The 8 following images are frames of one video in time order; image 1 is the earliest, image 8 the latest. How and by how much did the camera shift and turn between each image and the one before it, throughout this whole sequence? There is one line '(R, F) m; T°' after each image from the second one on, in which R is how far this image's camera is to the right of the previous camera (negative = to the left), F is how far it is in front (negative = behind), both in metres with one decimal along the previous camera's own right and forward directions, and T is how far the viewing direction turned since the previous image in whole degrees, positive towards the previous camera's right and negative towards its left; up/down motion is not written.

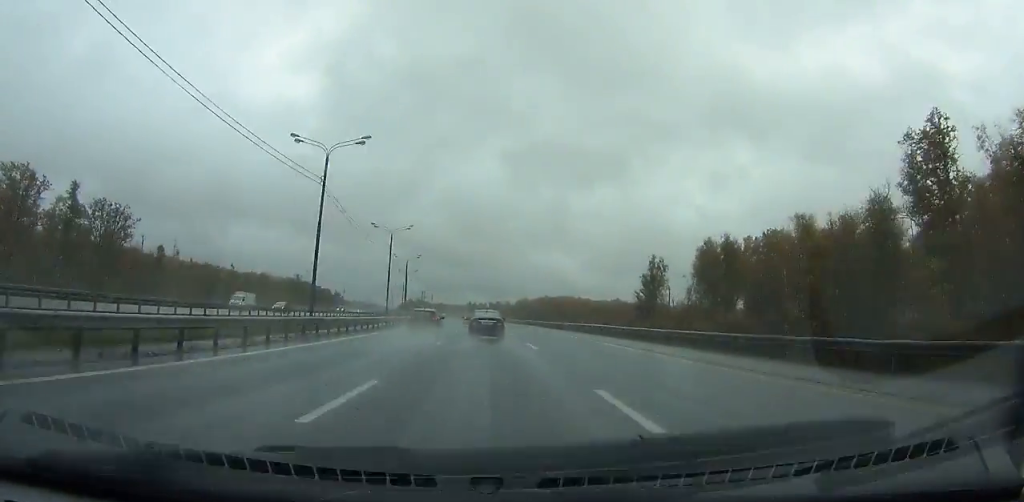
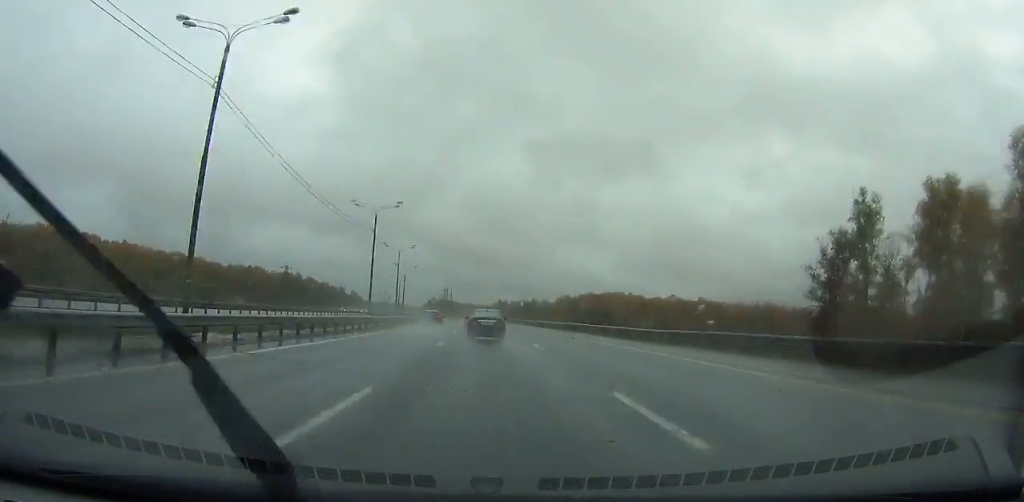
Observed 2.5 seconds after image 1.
(-3.4, +62.1) m; -5°
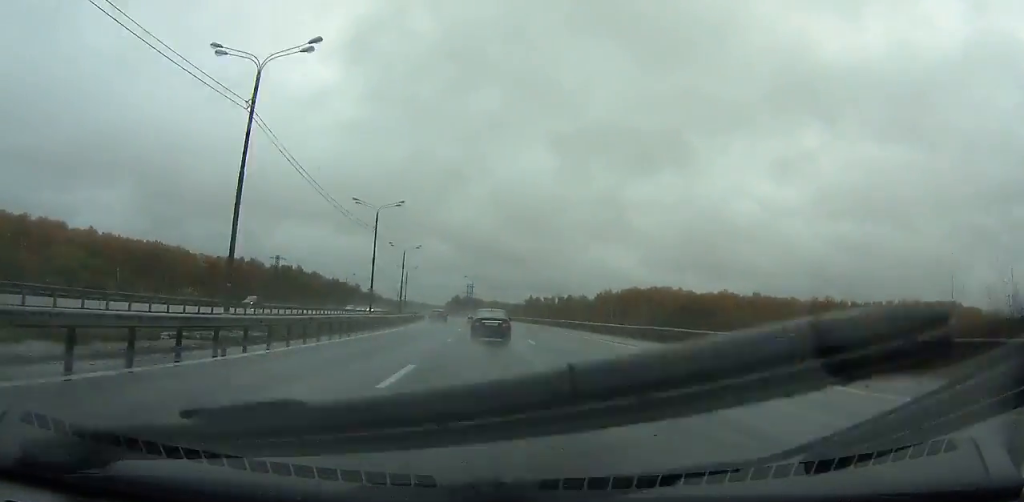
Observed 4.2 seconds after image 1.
(-1.3, +42.4) m; -2°
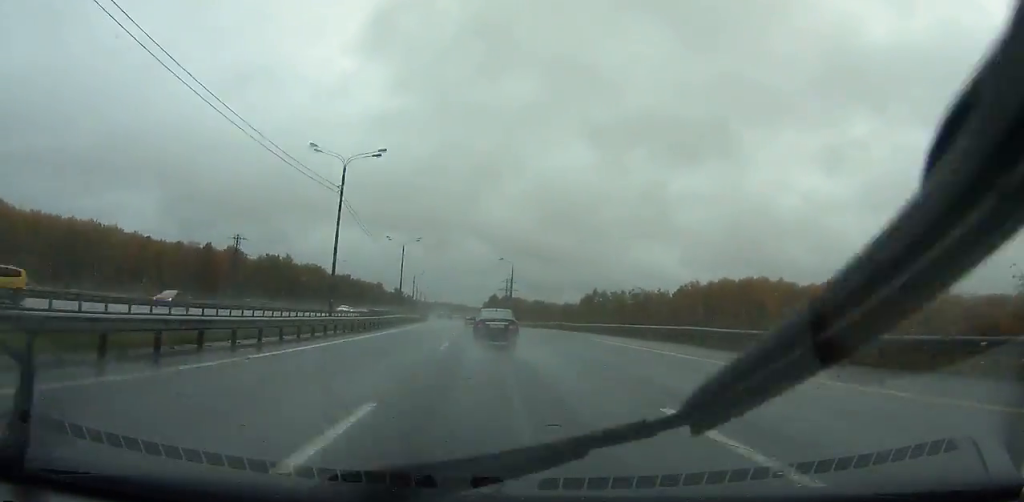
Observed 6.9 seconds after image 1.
(-2.1, +67.7) m; -3°
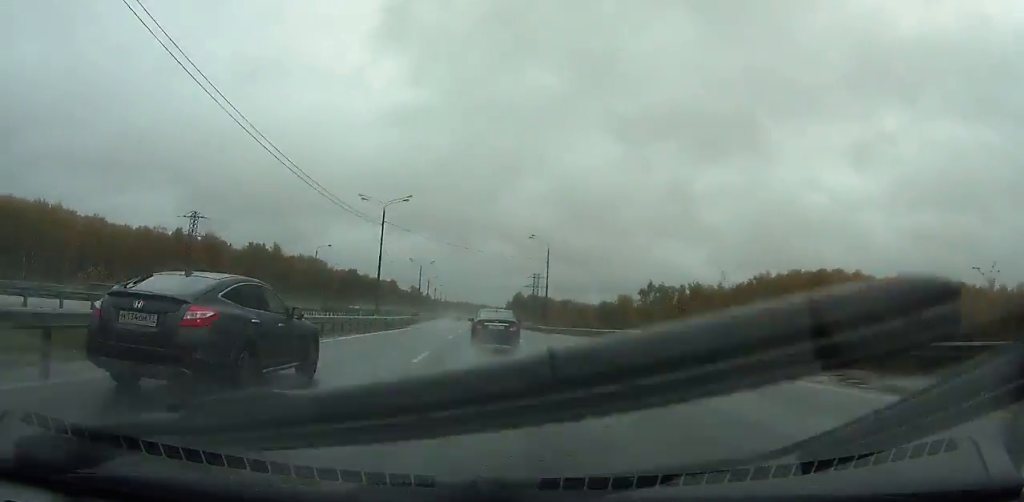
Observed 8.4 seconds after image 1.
(-0.4, +37.9) m; -2°
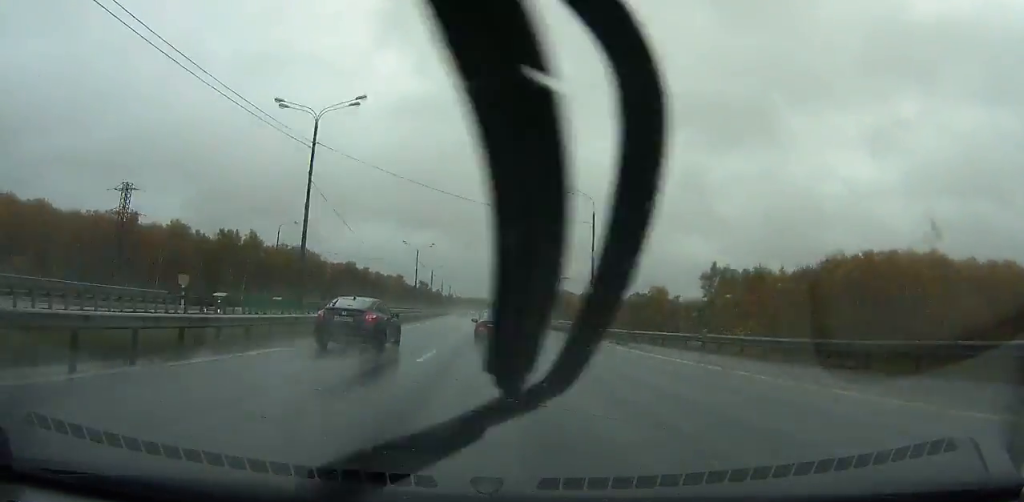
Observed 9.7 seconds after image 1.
(-0.4, +33.0) m; -1°
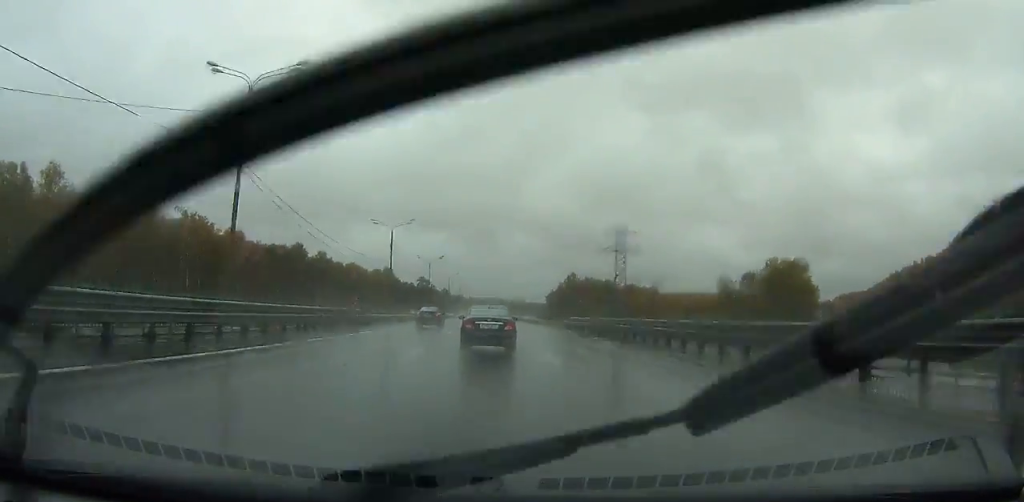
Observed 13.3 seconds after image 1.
(-3.0, +91.5) m; -3°
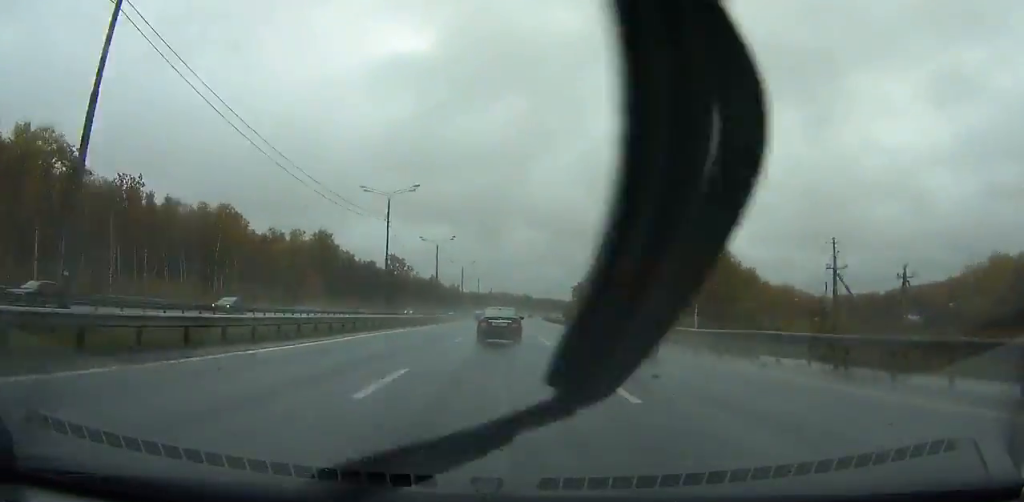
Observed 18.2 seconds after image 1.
(-2.4, +121.0) m; -1°
